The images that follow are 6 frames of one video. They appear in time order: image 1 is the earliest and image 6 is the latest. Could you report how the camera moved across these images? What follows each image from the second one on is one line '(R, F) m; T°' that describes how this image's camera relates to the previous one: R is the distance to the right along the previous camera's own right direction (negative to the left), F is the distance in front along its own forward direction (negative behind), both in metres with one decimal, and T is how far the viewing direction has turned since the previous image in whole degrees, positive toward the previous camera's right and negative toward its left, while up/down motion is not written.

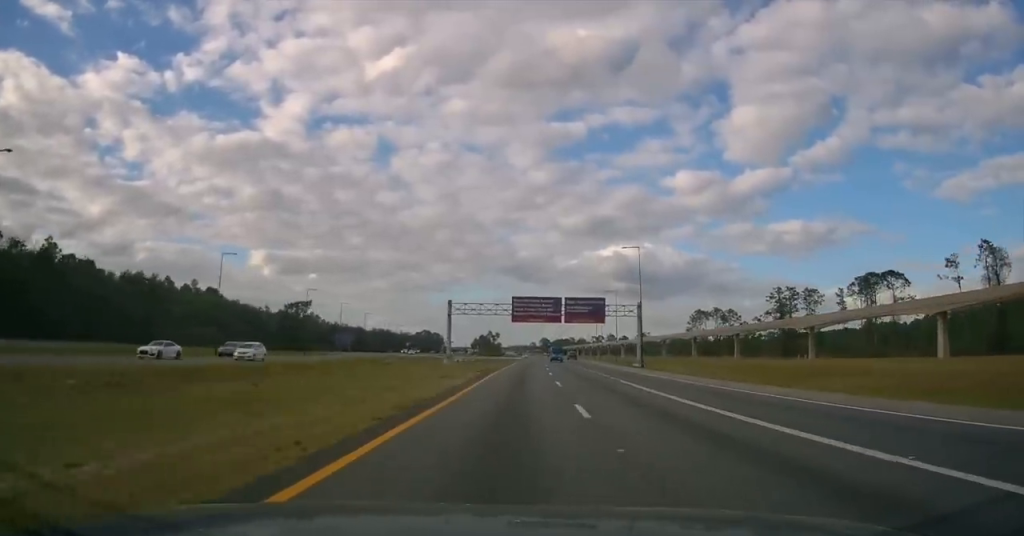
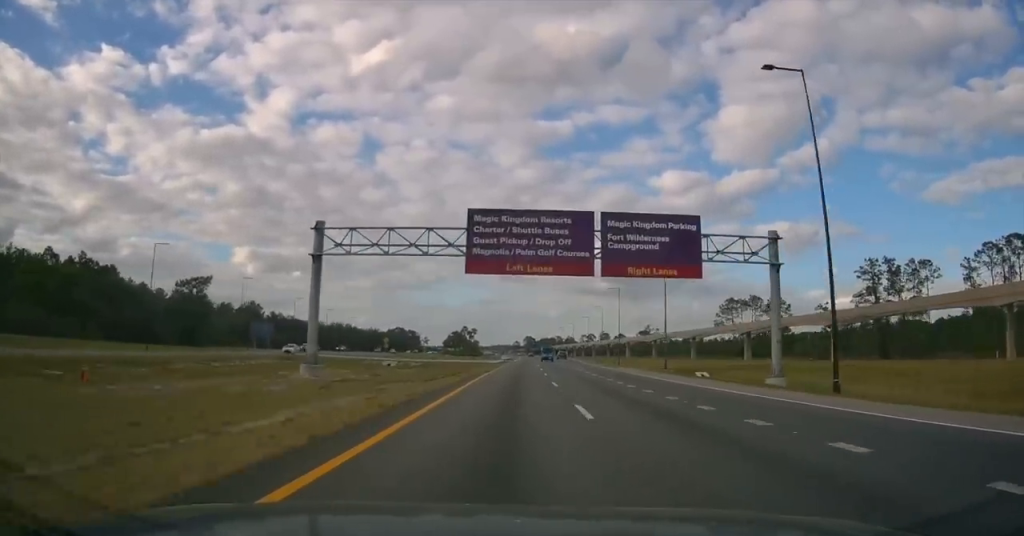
(+0.3, +49.7) m; +1°
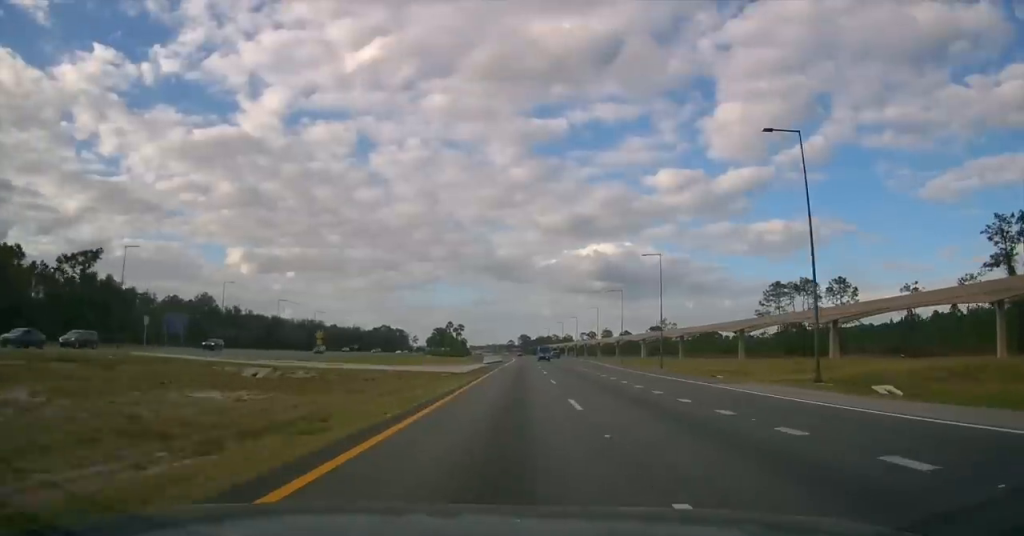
(+0.4, +34.9) m; +1°
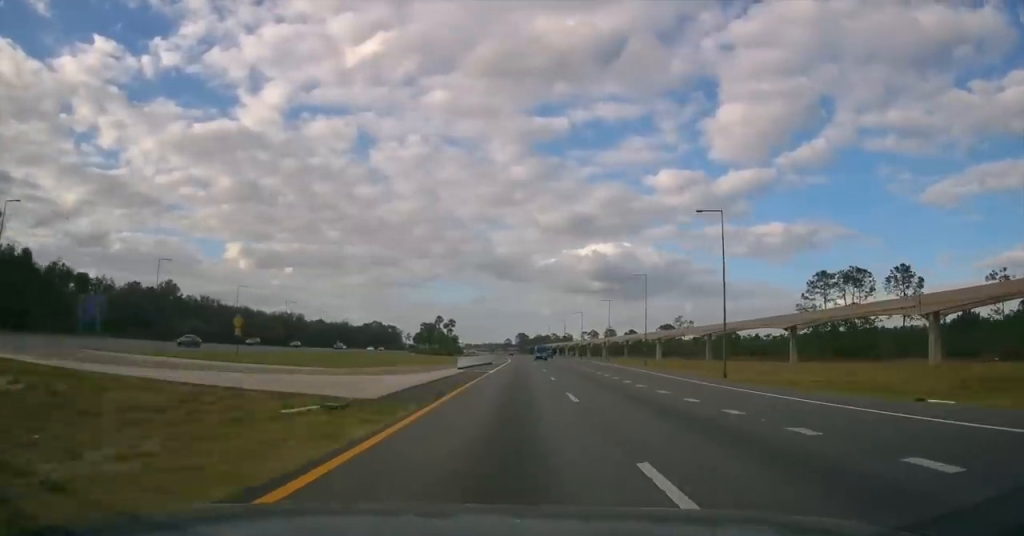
(0.0, +22.5) m; 0°
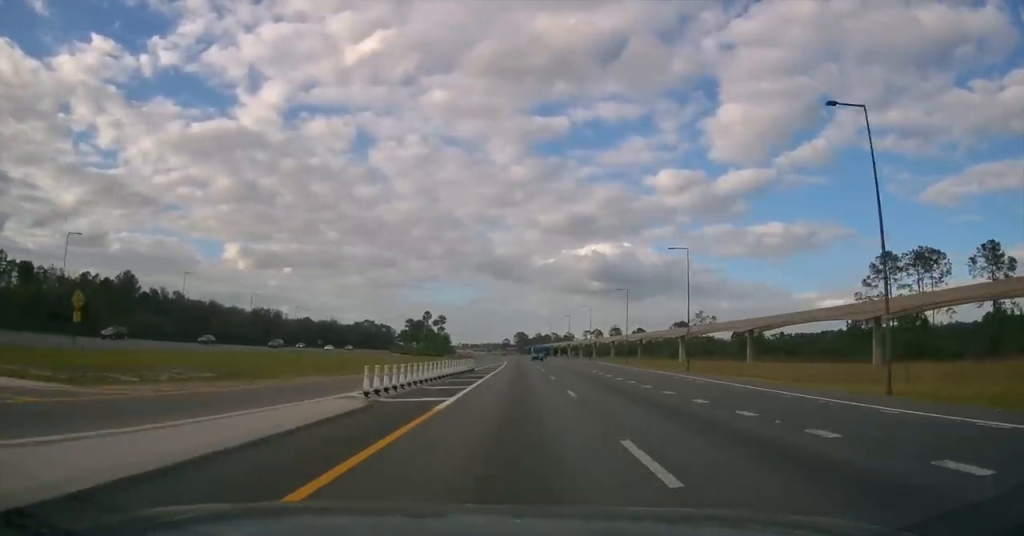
(-0.1, +22.4) m; 0°
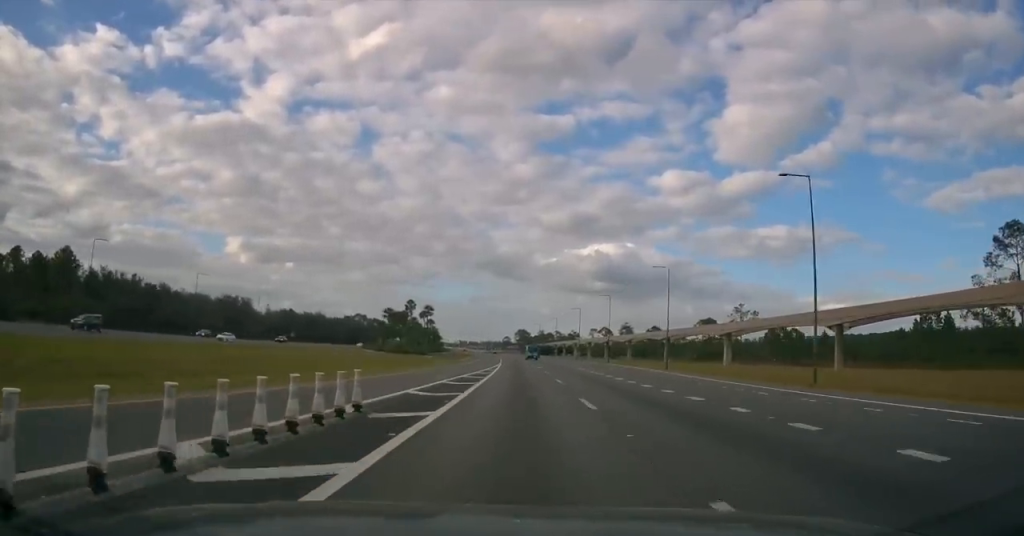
(-0.2, +28.3) m; -1°
